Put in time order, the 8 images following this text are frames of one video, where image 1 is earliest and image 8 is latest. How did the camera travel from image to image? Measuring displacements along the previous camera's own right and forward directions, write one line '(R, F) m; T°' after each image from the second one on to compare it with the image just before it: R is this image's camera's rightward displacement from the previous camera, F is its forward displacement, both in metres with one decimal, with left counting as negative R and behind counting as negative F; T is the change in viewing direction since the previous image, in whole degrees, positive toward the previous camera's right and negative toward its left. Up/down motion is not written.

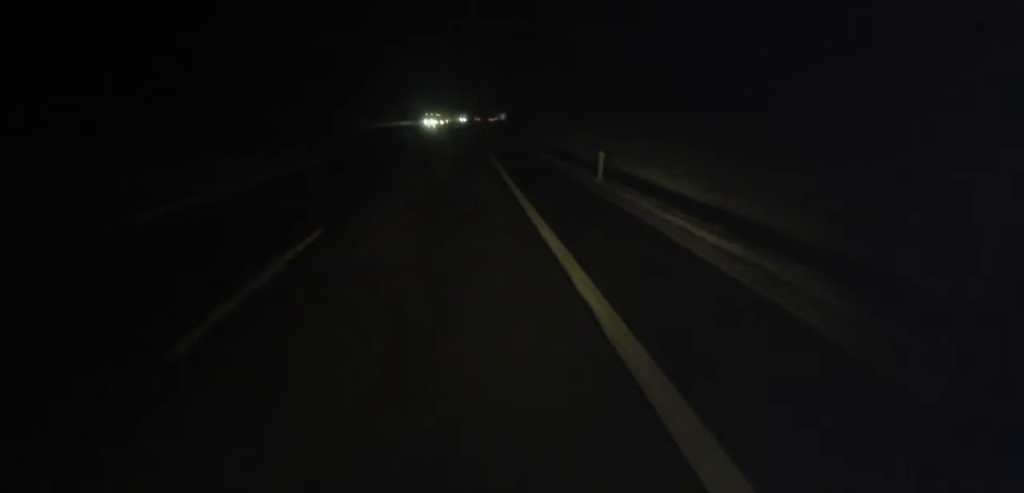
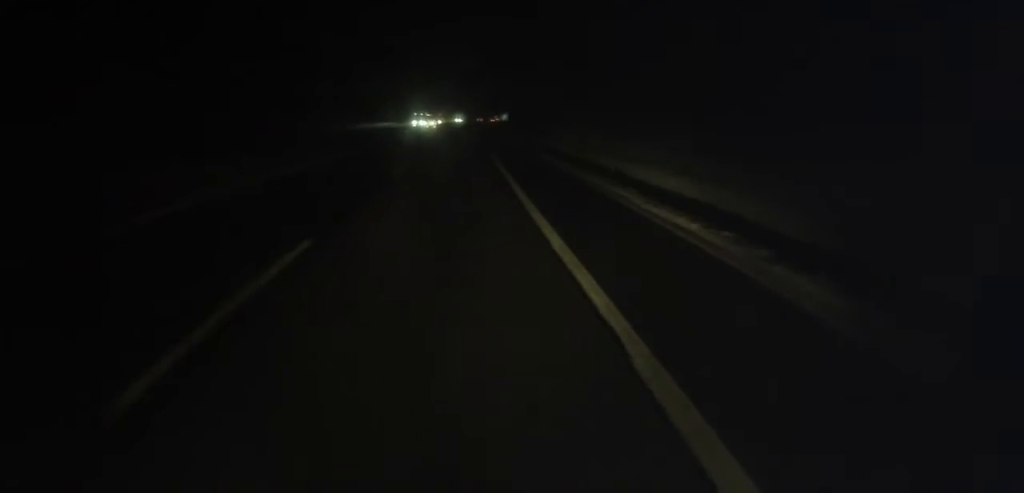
(+0.3, +18.2) m; 0°
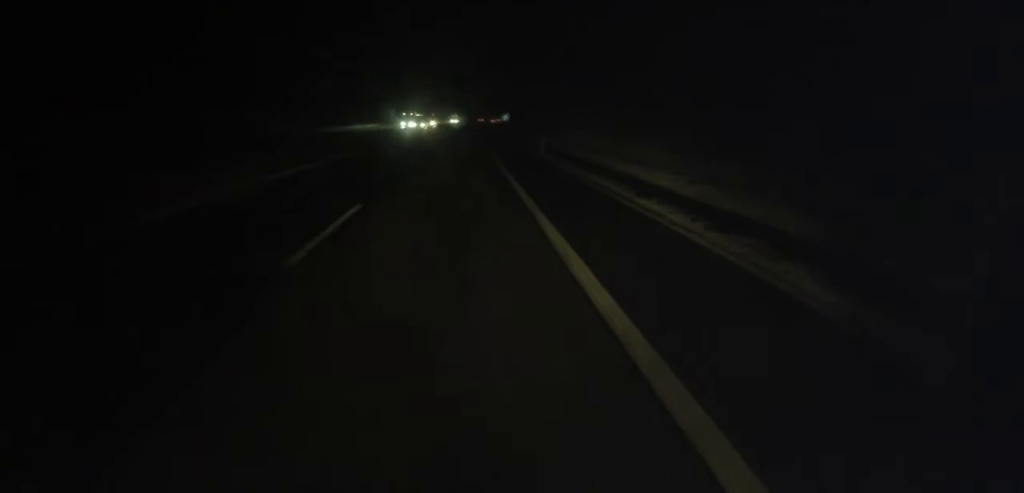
(+0.1, +12.9) m; 0°
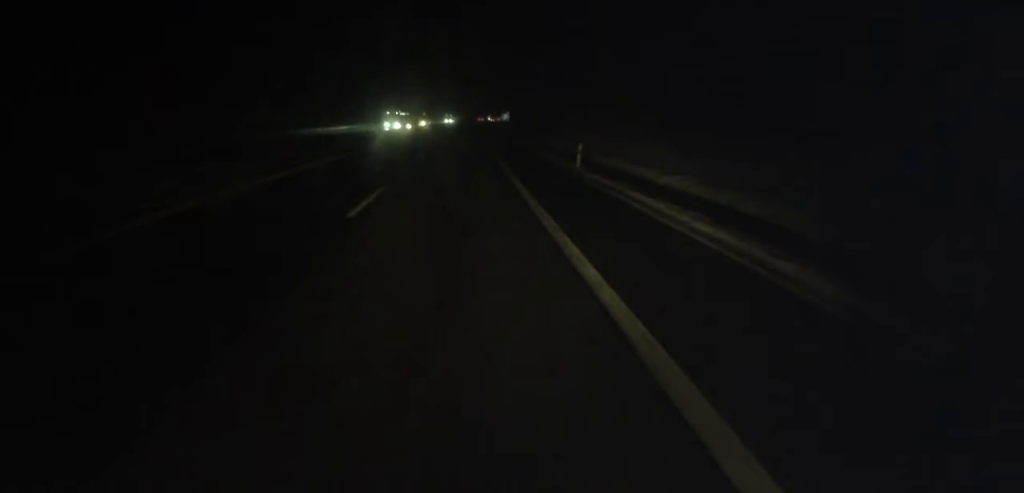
(-0.3, +13.1) m; 0°
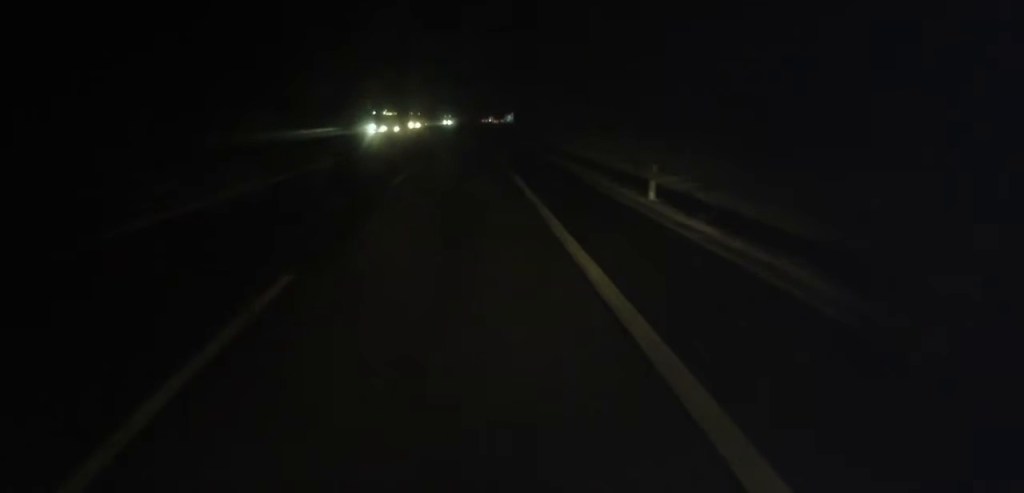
(0.0, +10.8) m; 0°
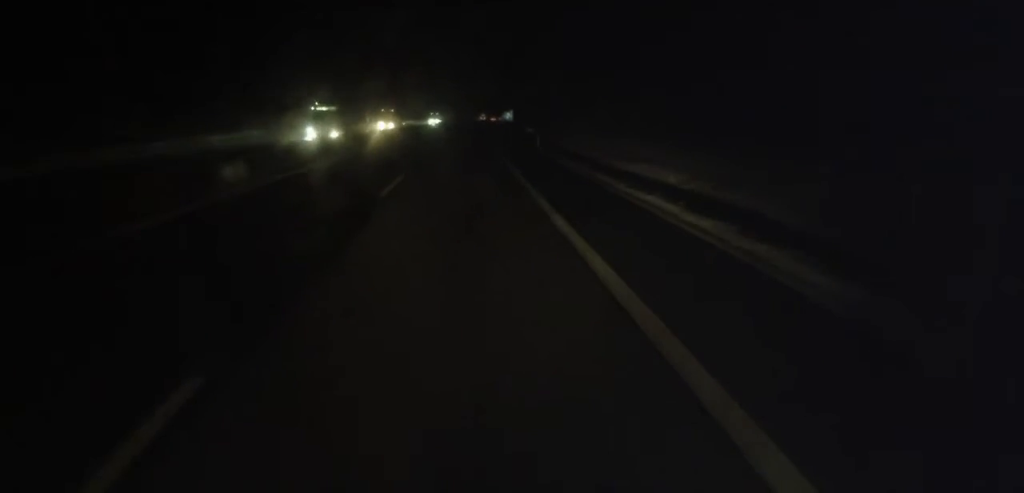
(+0.4, +20.8) m; +1°
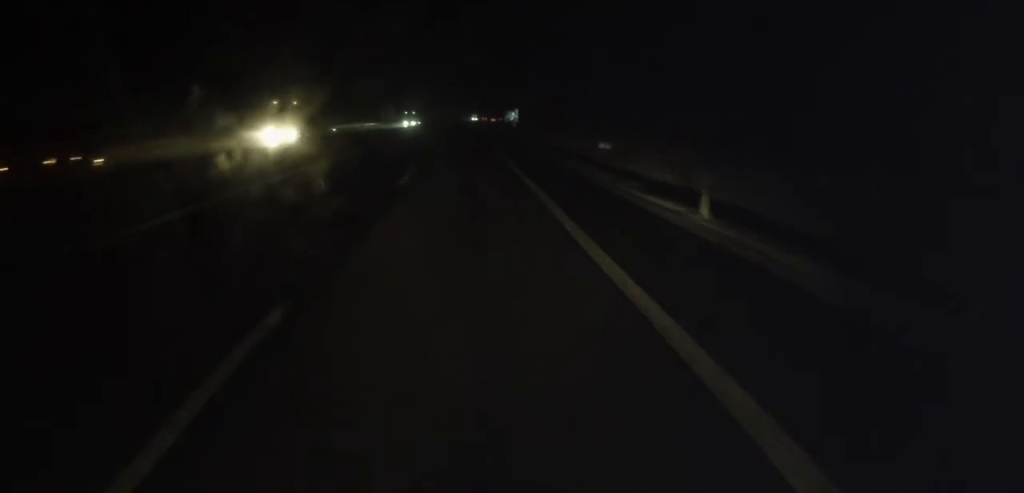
(0.0, +33.0) m; 0°
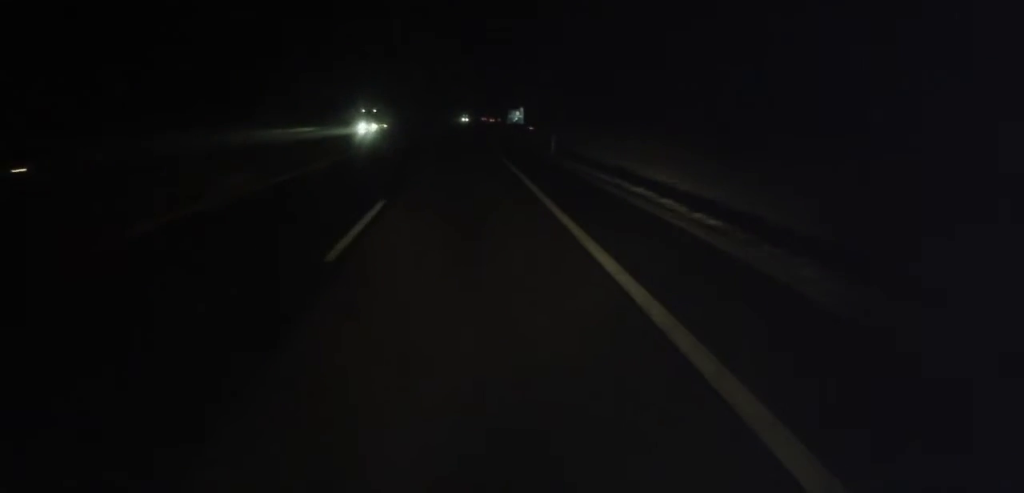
(0.0, +26.8) m; 0°
